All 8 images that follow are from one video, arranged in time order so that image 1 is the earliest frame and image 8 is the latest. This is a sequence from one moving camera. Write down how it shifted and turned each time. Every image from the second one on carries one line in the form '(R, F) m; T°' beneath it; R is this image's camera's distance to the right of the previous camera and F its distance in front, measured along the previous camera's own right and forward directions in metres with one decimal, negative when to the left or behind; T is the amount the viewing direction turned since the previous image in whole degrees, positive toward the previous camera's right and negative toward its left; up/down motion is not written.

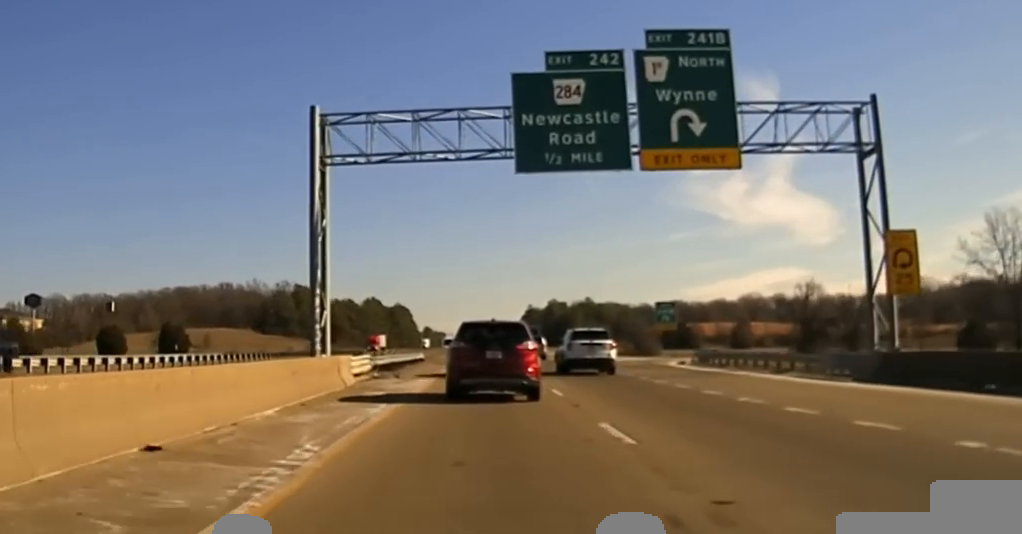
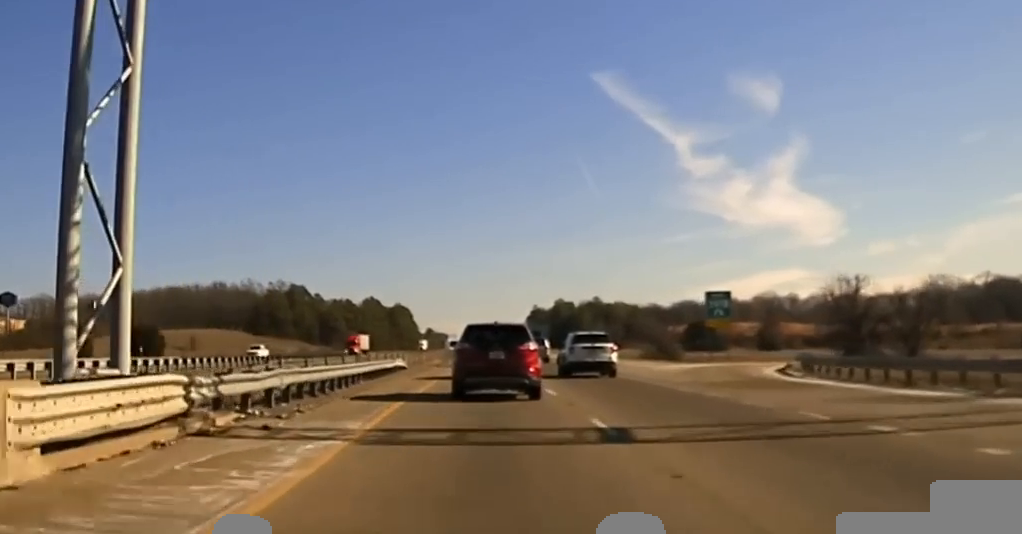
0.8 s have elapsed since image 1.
(-0.1, +21.7) m; -1°
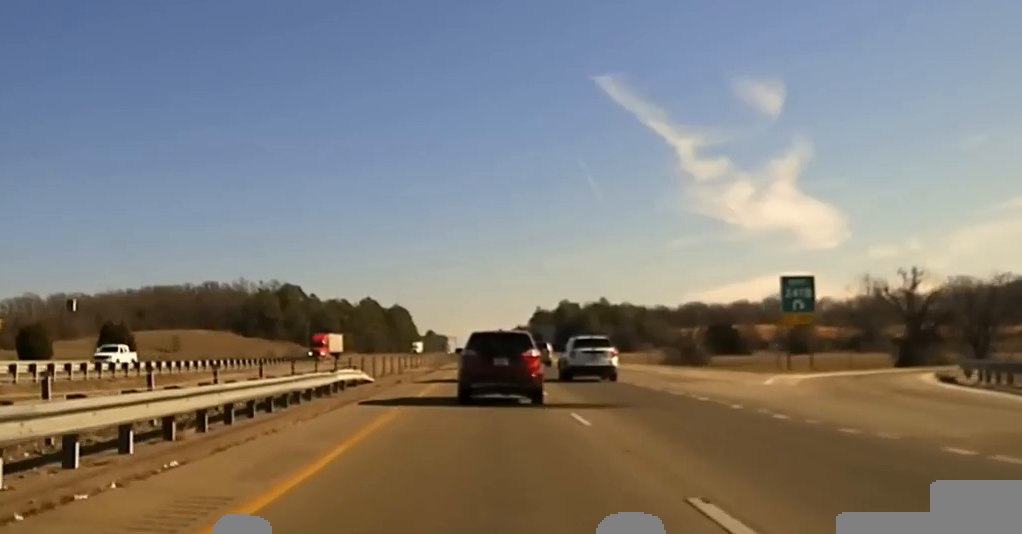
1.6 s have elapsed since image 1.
(0.0, +24.5) m; 0°
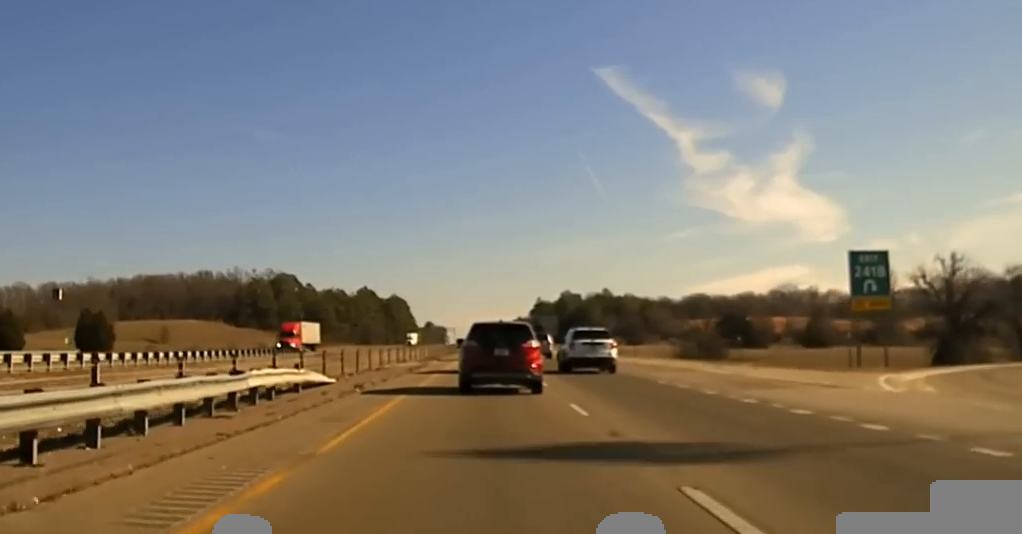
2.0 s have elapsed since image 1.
(-0.1, +13.9) m; 0°
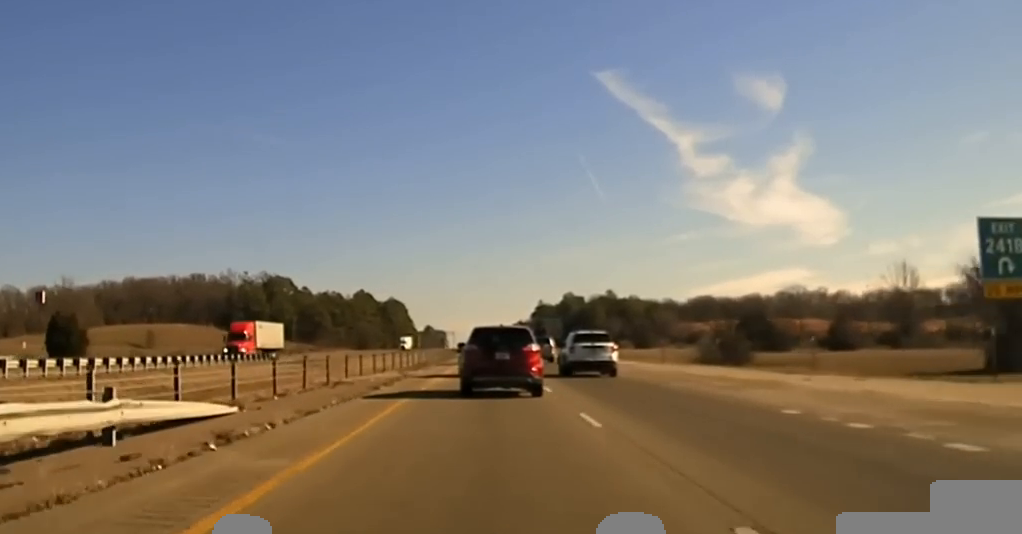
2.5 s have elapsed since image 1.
(0.0, +14.9) m; 0°
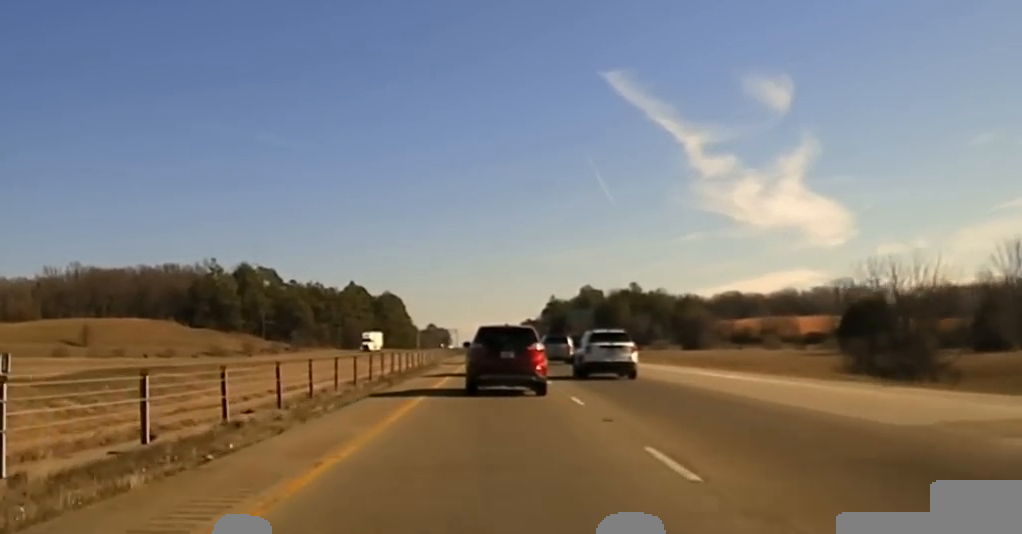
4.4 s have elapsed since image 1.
(+1.0, +59.3) m; +1°
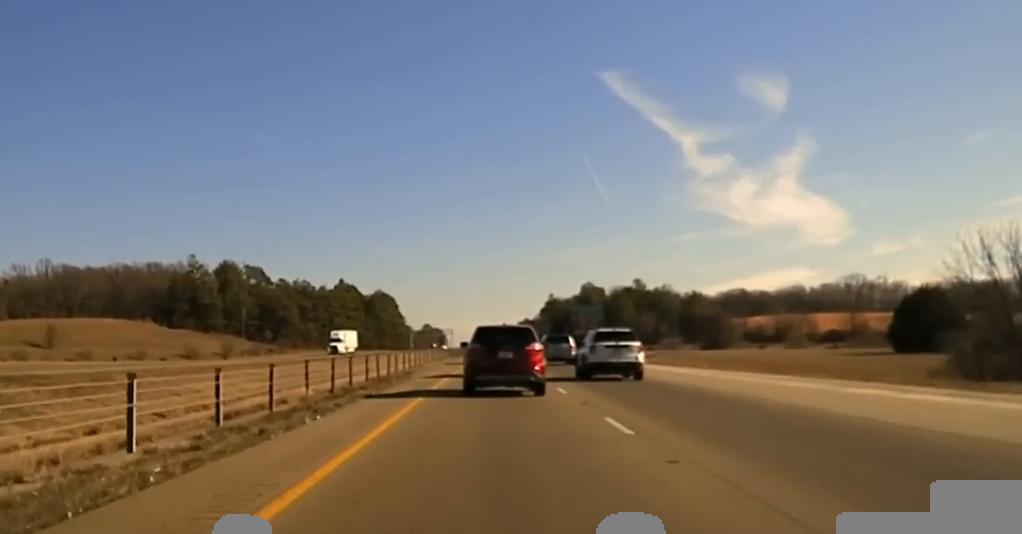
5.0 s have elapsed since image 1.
(-0.3, +16.9) m; -1°
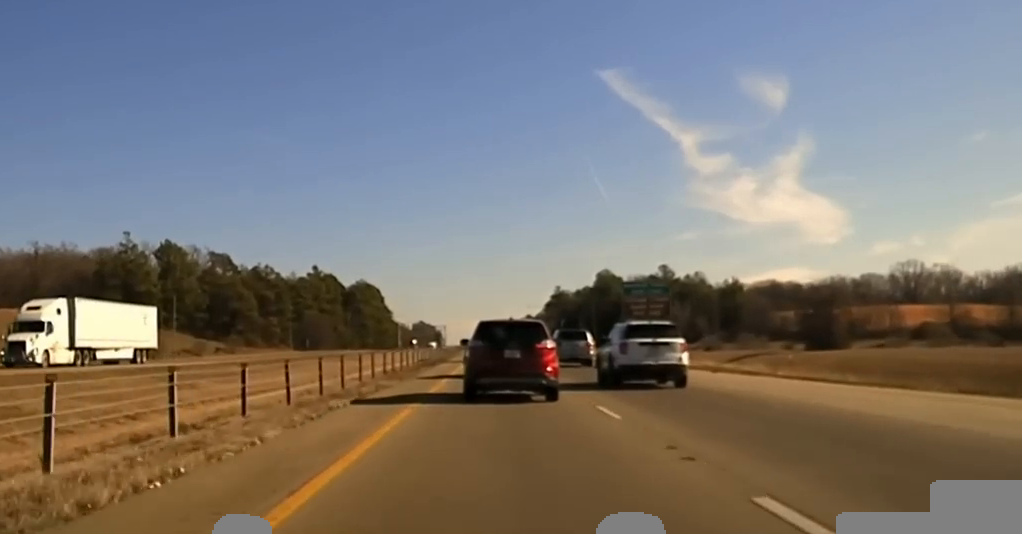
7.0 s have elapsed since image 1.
(-0.3, +47.3) m; 0°
